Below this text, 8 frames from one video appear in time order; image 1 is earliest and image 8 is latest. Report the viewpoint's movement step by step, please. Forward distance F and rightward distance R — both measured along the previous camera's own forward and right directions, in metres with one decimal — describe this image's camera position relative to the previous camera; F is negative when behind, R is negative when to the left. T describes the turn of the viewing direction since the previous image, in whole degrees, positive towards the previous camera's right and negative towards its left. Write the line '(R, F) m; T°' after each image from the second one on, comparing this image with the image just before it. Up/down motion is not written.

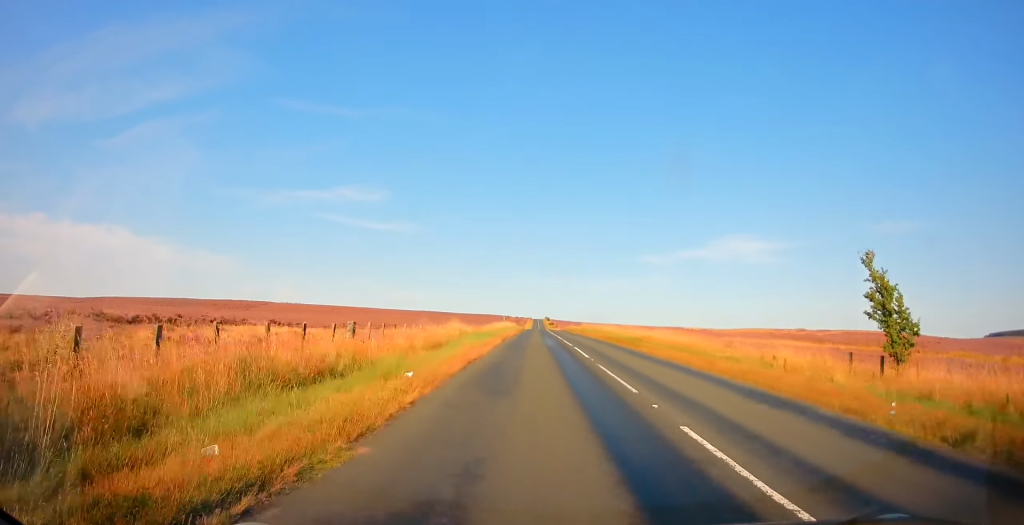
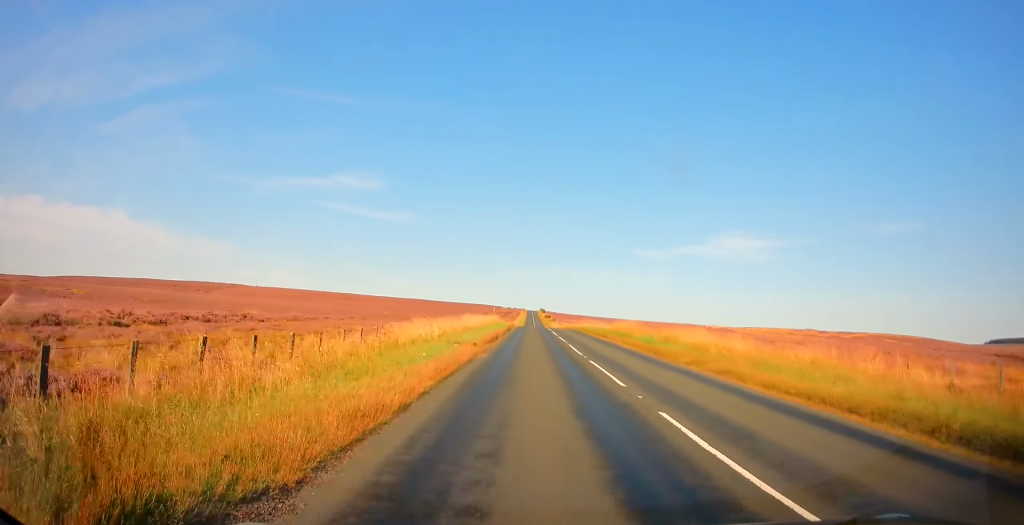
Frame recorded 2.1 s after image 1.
(-0.5, +34.5) m; -1°
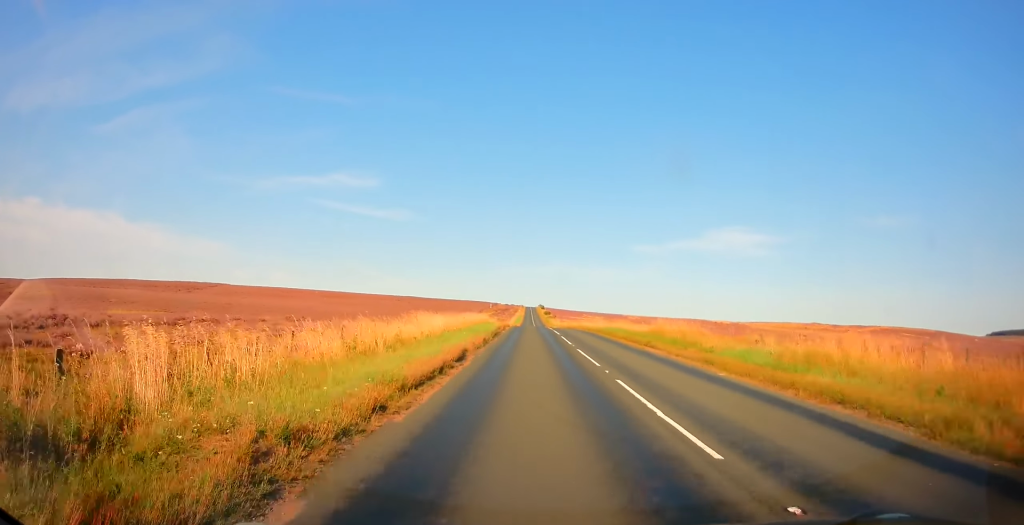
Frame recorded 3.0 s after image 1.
(+0.2, +14.5) m; +1°
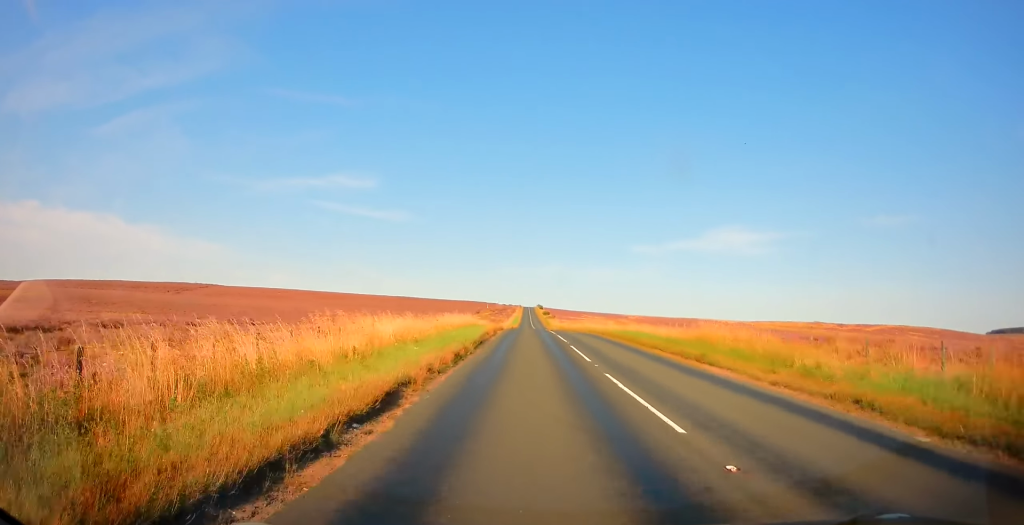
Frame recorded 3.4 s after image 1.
(-0.1, +7.9) m; 0°
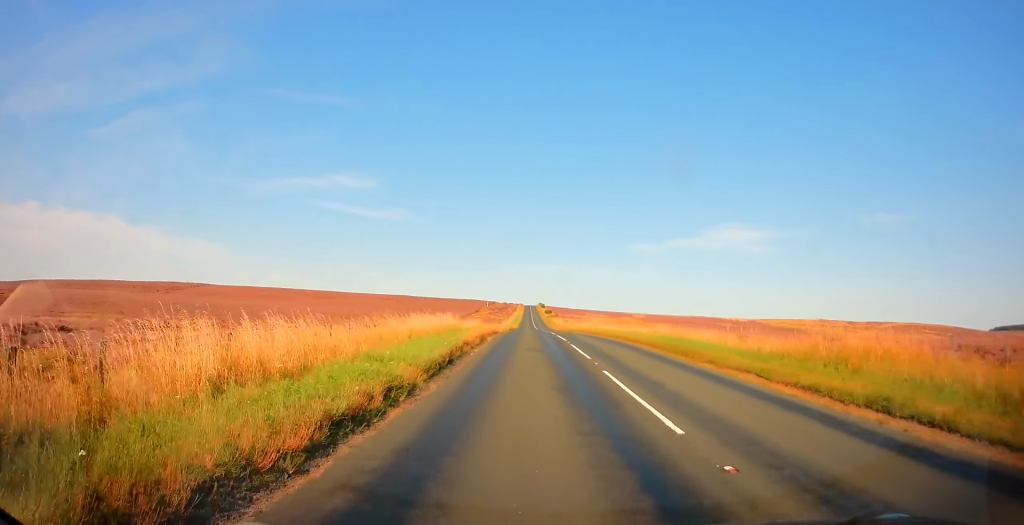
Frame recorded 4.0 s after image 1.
(0.0, +9.1) m; 0°
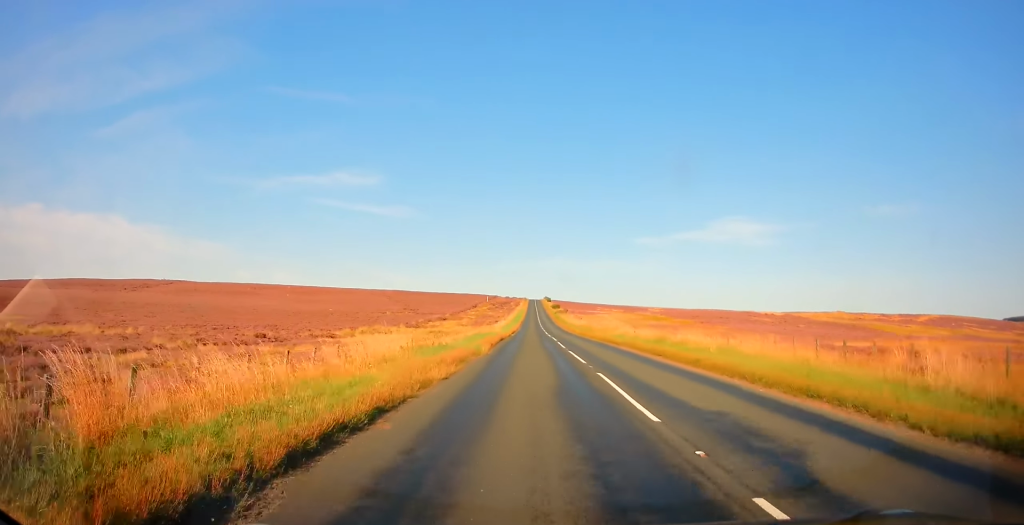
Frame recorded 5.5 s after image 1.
(+0.1, +26.0) m; 0°
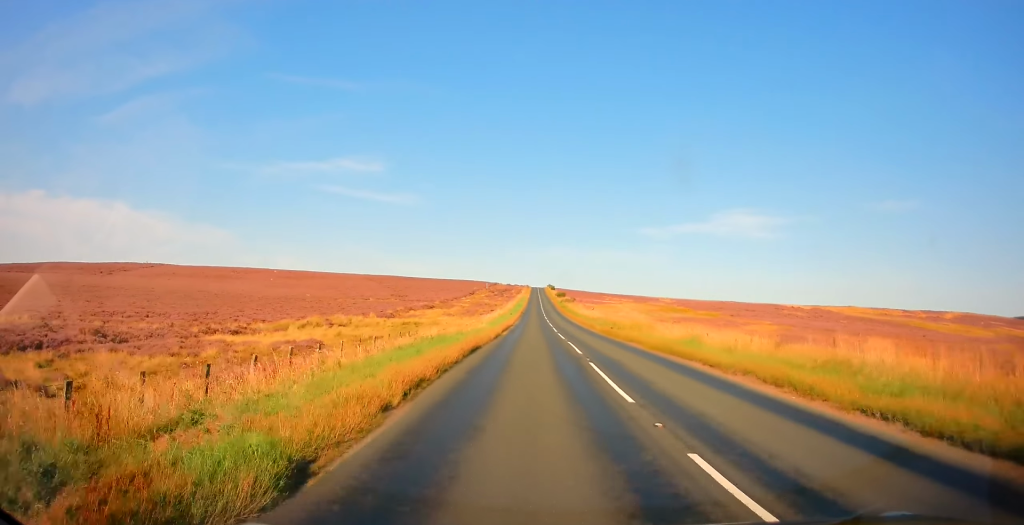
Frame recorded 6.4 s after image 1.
(0.0, +16.6) m; -1°
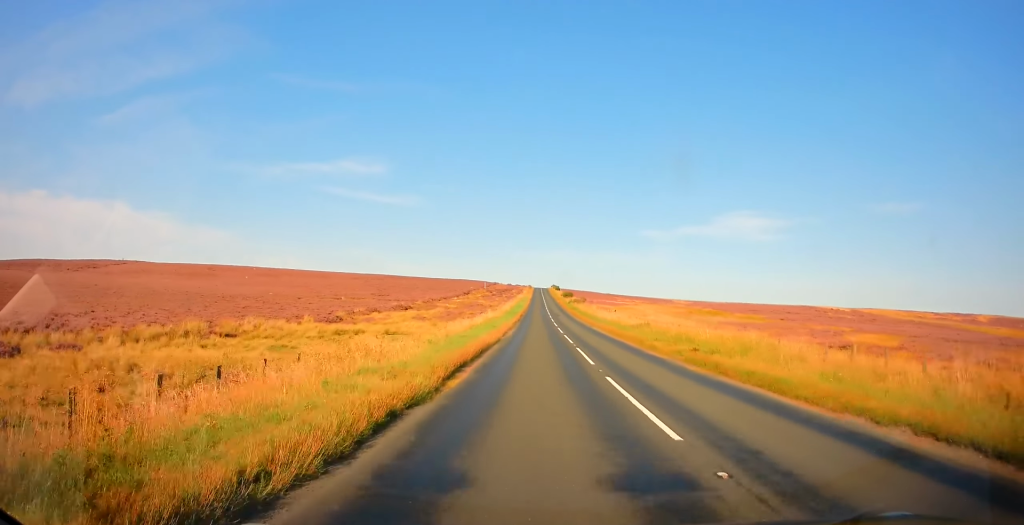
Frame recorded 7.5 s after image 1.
(-0.2, +20.1) m; 0°
